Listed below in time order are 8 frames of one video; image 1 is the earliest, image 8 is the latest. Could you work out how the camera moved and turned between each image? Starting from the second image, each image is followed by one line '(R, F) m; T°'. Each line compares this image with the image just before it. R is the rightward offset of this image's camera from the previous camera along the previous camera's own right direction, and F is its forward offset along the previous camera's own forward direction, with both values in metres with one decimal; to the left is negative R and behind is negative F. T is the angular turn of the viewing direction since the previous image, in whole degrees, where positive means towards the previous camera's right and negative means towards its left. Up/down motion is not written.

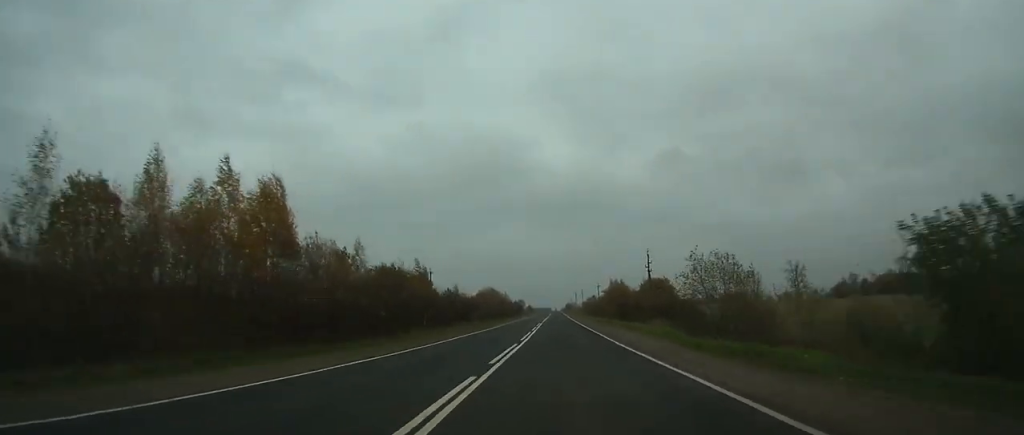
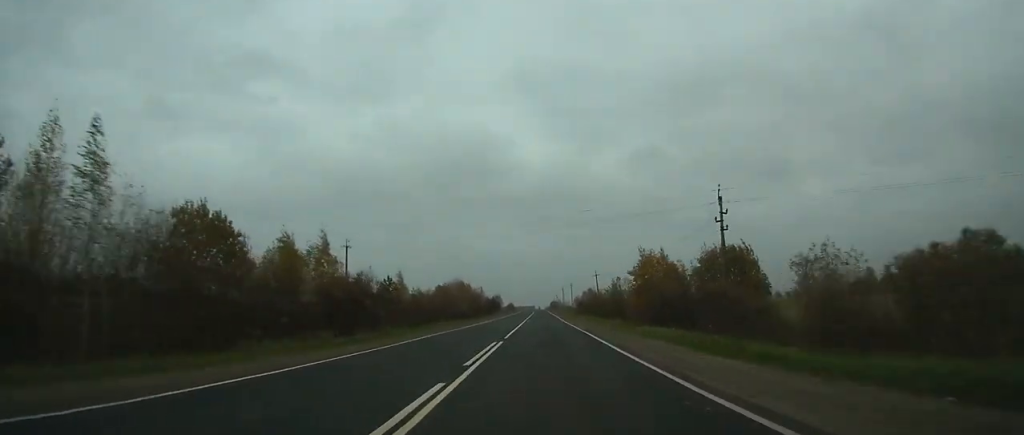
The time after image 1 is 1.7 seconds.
(+0.3, +39.0) m; 0°
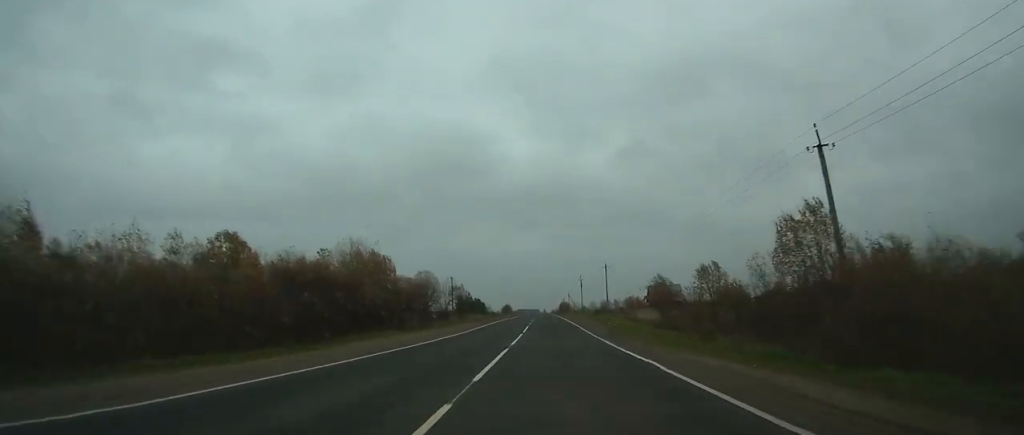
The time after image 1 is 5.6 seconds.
(+0.3, +88.2) m; 0°
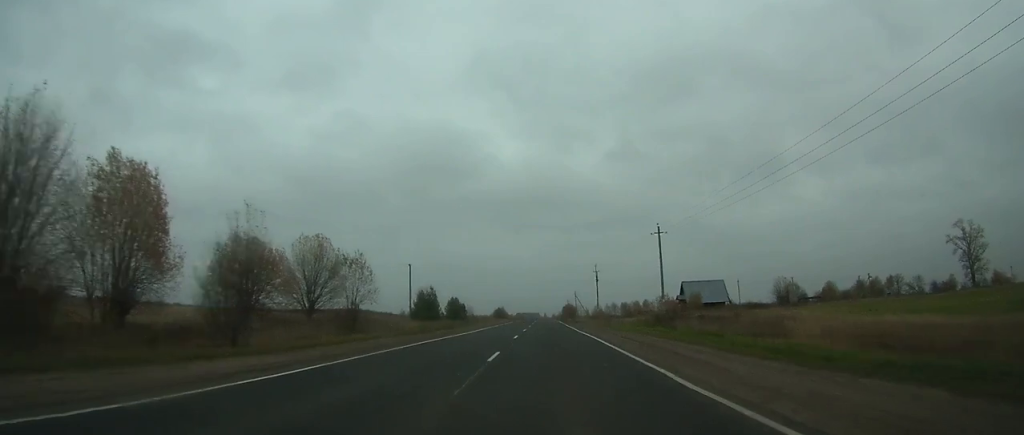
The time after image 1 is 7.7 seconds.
(0.0, +45.2) m; 0°
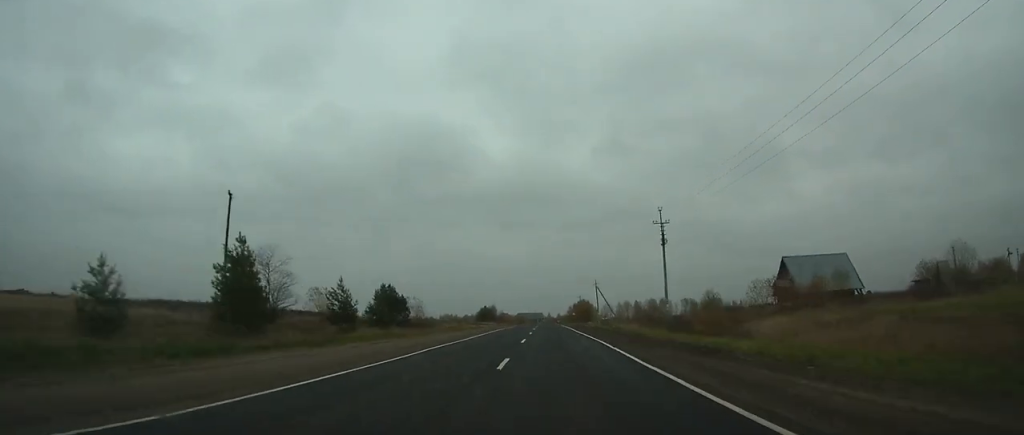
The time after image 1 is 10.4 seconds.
(0.0, +64.6) m; 0°
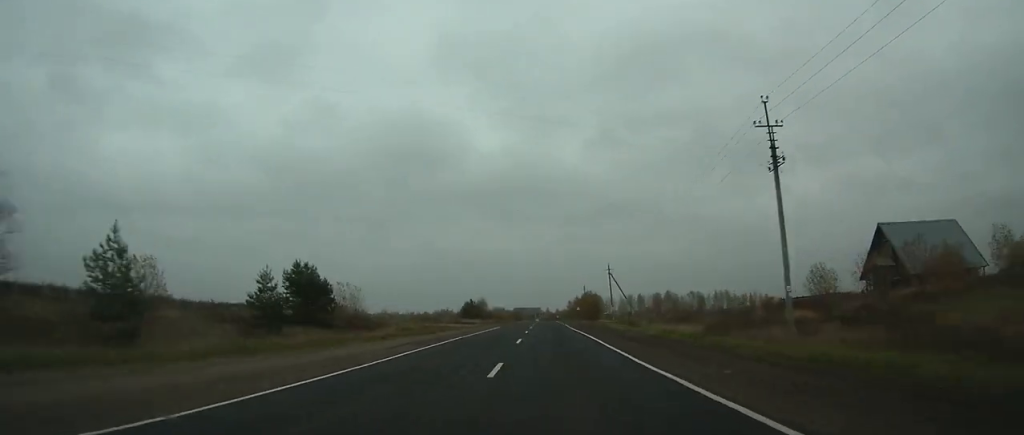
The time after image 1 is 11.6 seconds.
(0.0, +28.7) m; 0°
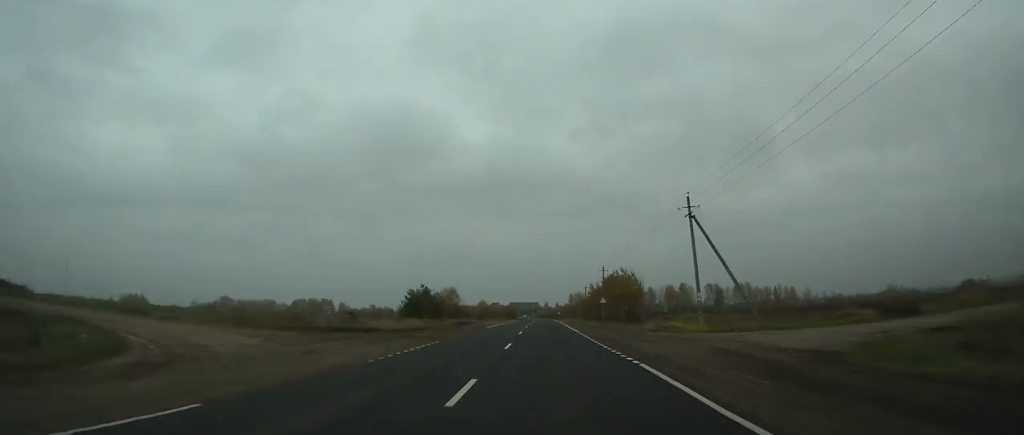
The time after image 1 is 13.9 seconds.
(+0.1, +53.2) m; 0°
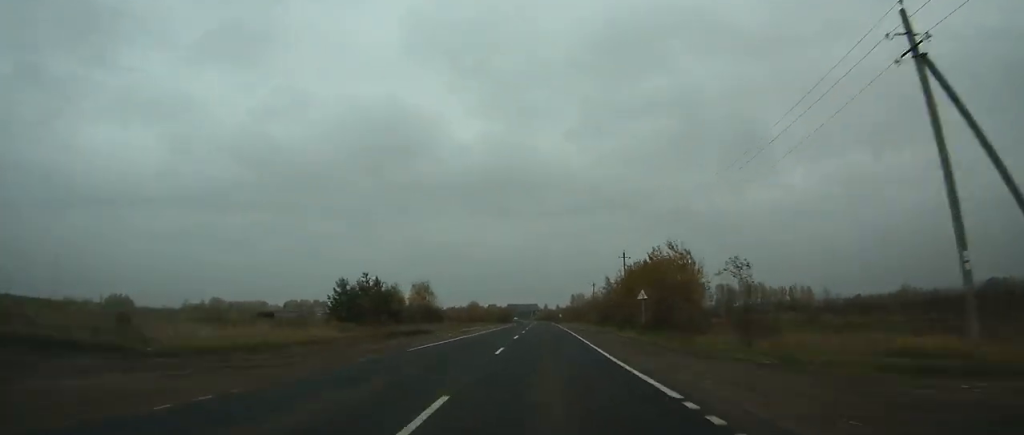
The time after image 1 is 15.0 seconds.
(+0.1, +26.1) m; 0°
